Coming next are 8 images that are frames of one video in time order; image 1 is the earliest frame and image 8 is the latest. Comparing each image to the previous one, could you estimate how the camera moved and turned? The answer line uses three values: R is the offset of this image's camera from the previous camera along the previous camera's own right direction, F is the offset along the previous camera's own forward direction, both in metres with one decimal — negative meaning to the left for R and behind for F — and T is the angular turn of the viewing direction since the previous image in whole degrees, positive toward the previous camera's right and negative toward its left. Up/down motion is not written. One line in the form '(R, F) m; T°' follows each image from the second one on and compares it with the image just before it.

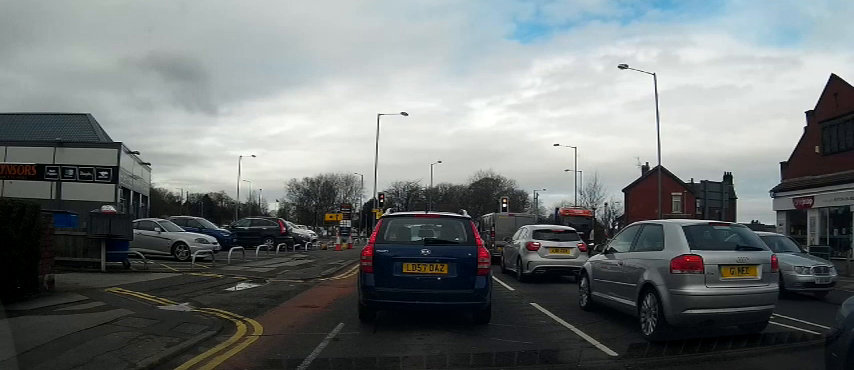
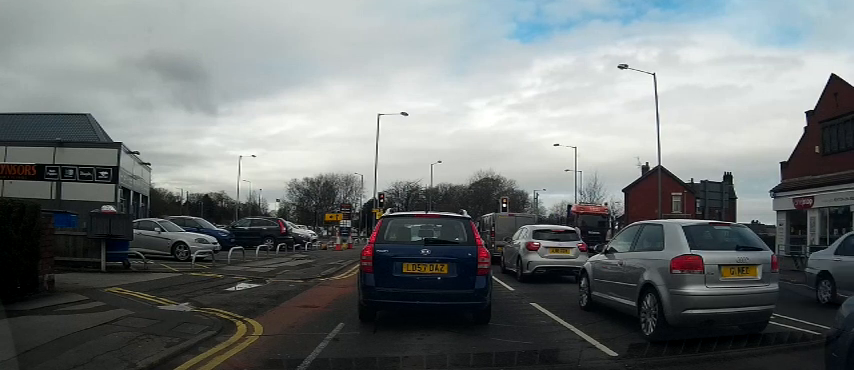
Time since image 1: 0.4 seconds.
(0.0, 0.0) m; 0°
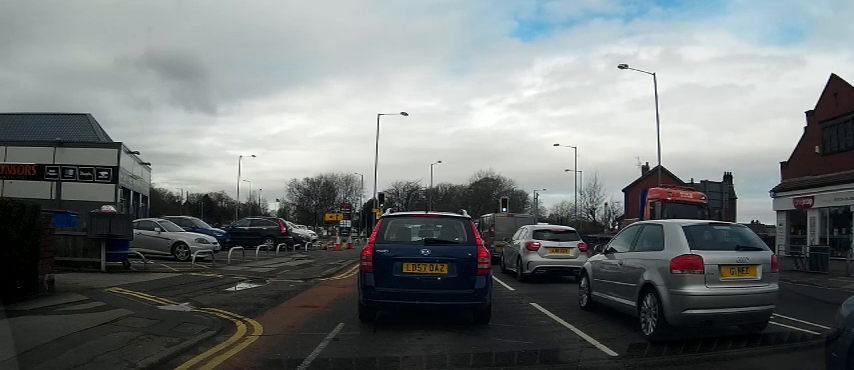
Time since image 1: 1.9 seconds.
(0.0, 0.0) m; 0°
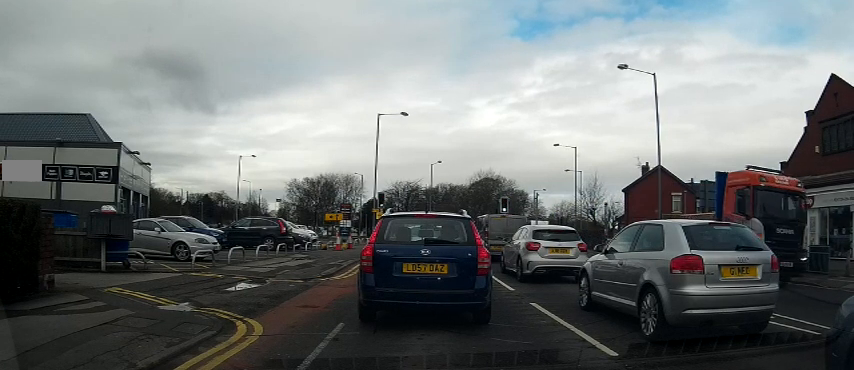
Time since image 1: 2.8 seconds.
(0.0, 0.0) m; 0°
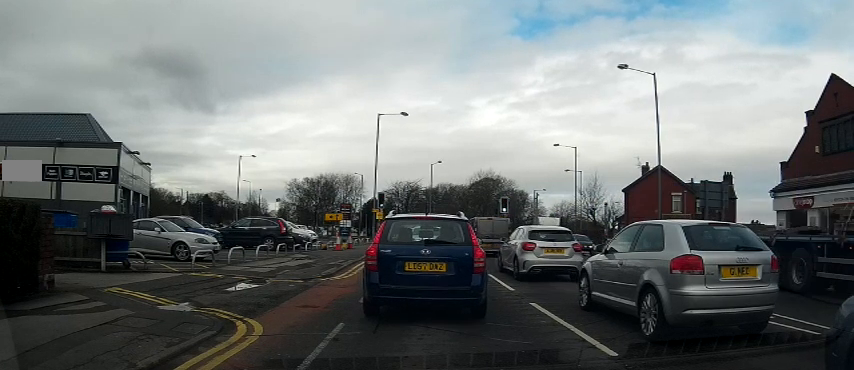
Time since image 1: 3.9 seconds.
(0.0, +0.3) m; 0°
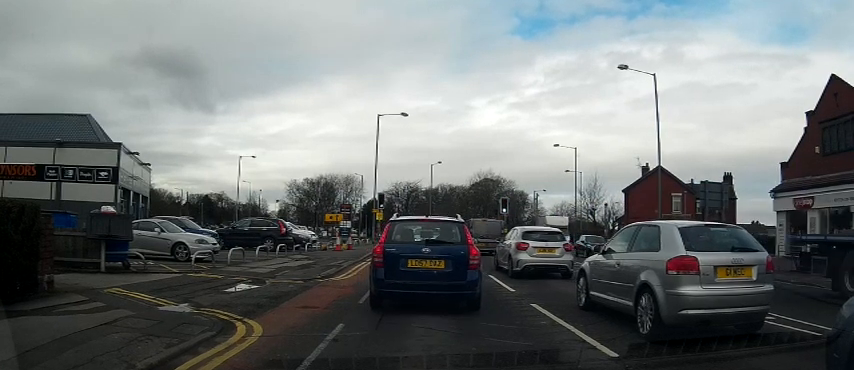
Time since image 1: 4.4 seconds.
(0.0, 0.0) m; 0°
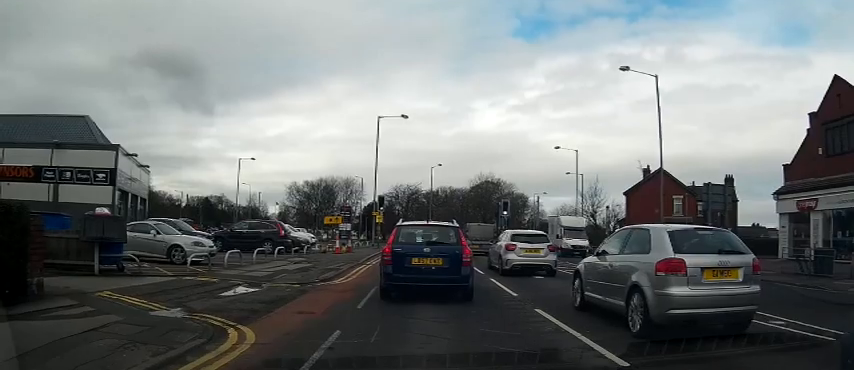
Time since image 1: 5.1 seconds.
(0.0, +0.3) m; 0°
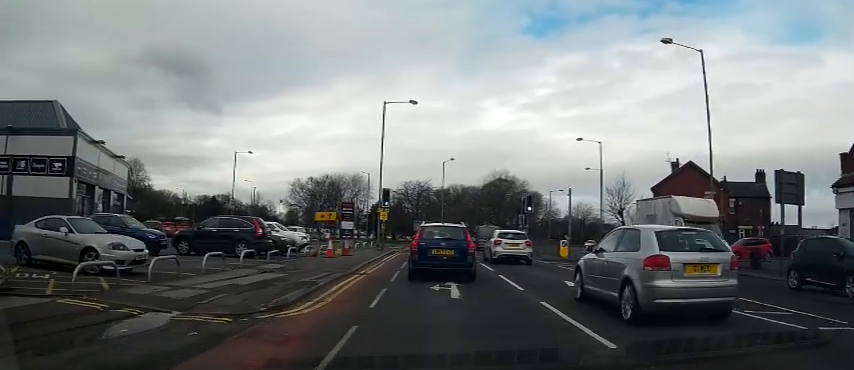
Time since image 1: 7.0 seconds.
(0.0, +3.5) m; +2°
